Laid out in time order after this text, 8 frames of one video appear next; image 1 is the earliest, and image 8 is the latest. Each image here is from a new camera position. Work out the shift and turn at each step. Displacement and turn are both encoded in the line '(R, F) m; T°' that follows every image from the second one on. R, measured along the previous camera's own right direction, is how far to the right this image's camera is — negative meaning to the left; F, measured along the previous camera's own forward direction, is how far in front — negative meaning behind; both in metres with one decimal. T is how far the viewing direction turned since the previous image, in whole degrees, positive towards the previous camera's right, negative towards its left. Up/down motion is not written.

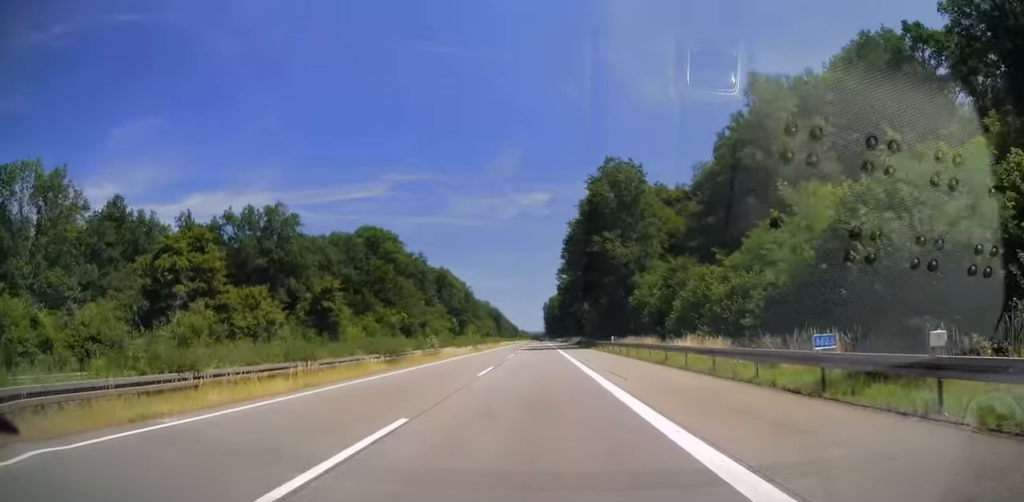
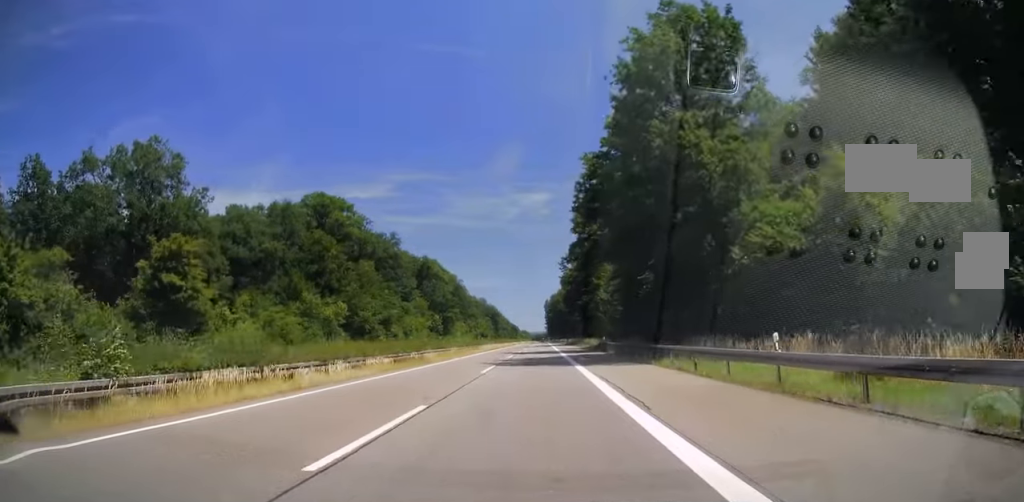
(-0.2, +34.0) m; 0°
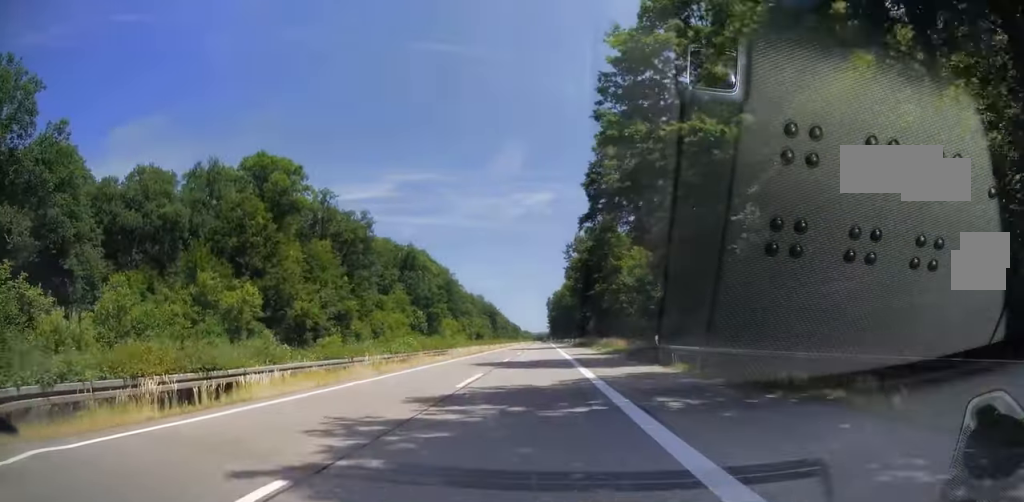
(+0.2, +24.6) m; 0°
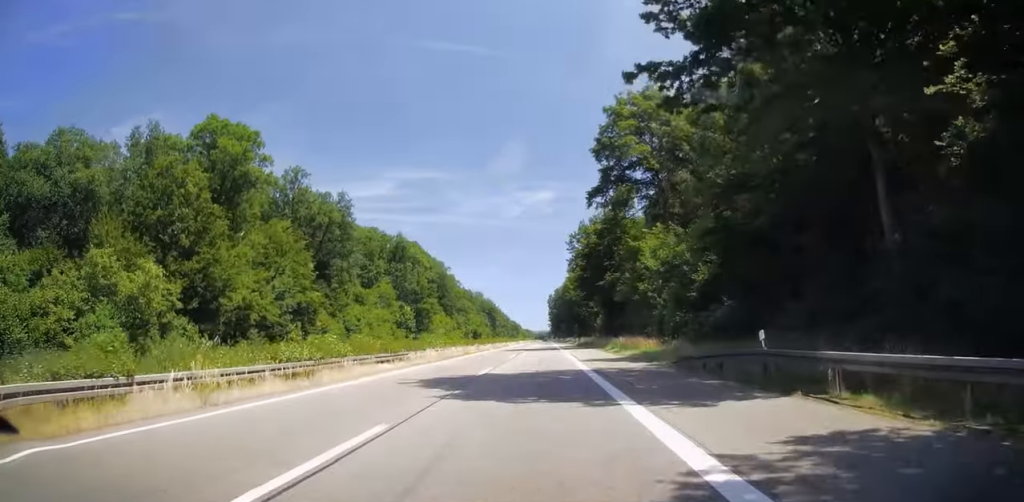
(-0.2, +14.3) m; 0°
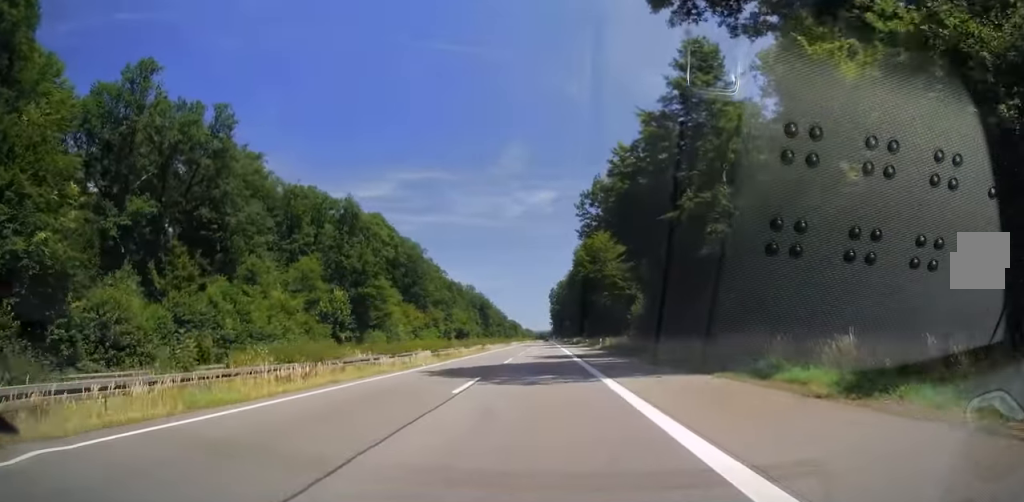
(+0.2, +42.7) m; 0°
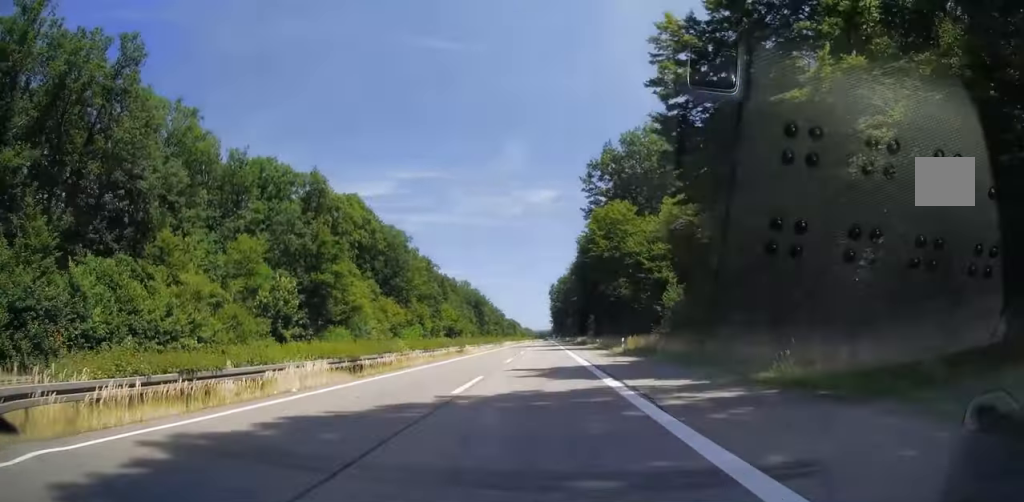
(-0.2, +18.2) m; 0°
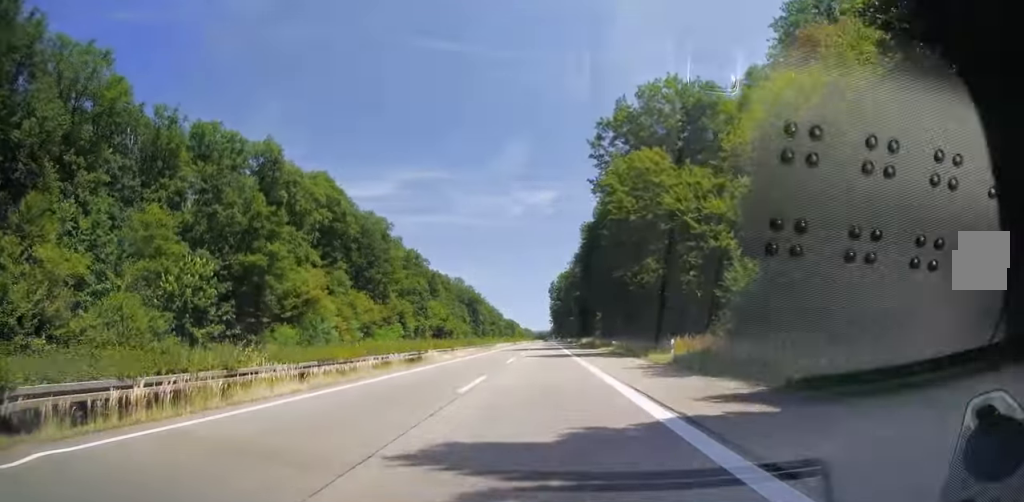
(0.0, +17.7) m; 0°
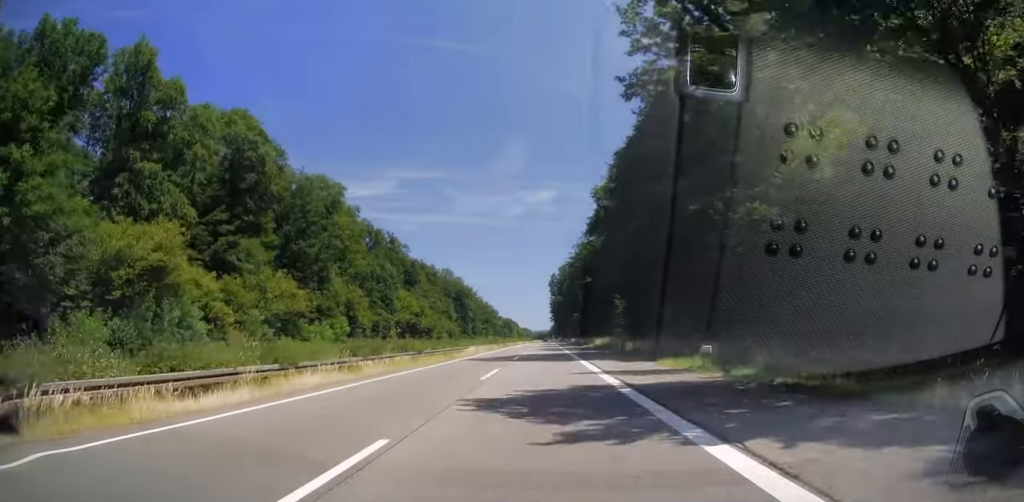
(0.0, +31.5) m; 0°
